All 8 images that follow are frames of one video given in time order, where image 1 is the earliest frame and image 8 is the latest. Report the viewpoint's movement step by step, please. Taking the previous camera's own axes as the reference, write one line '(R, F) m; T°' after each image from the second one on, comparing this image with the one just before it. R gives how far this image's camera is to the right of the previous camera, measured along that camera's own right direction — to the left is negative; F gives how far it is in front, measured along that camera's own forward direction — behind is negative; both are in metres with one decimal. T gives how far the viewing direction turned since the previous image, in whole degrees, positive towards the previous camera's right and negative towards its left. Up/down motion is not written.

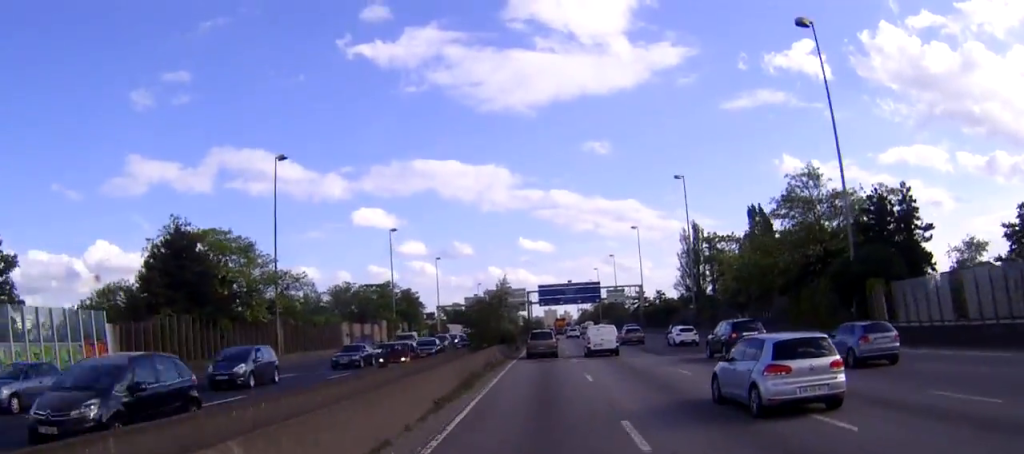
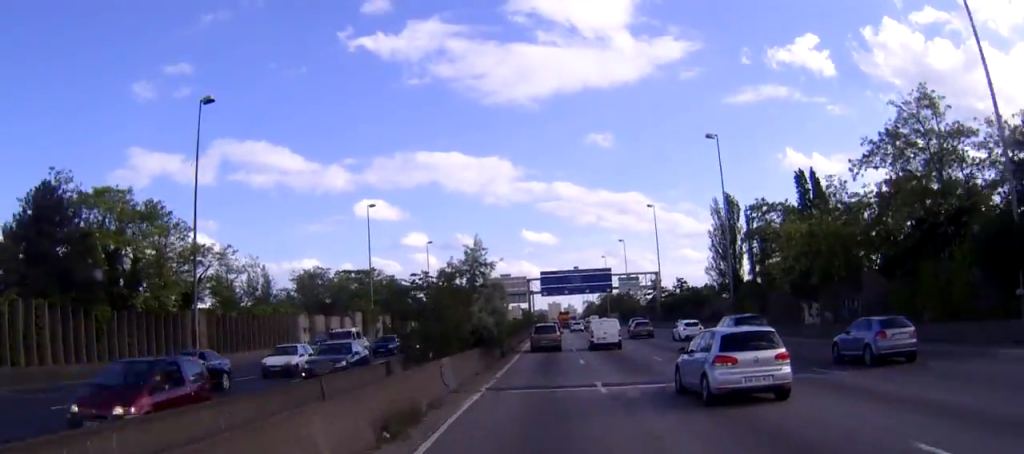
(0.0, +18.2) m; 0°
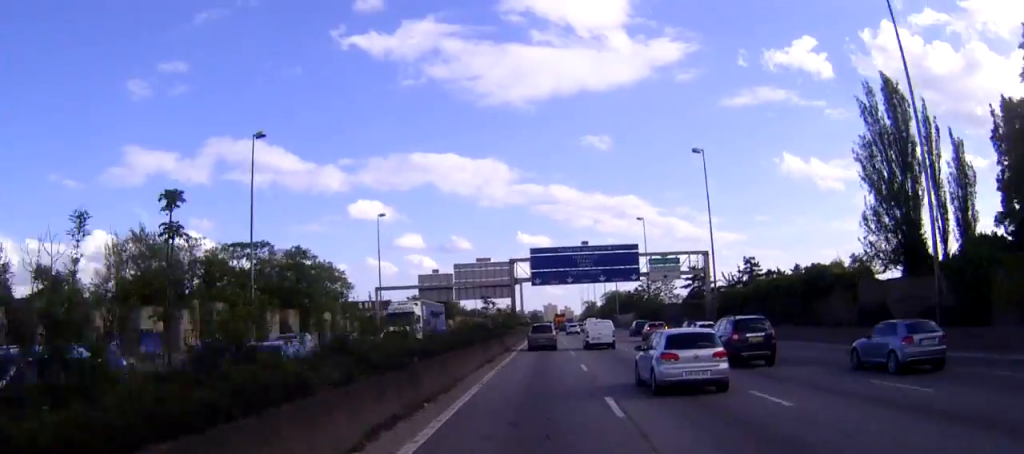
(+0.1, +43.7) m; 0°
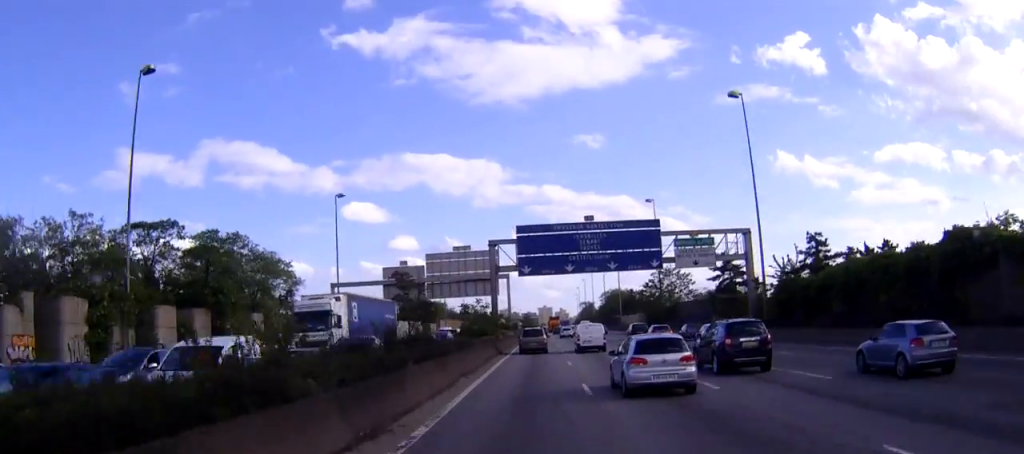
(0.0, +20.6) m; 0°
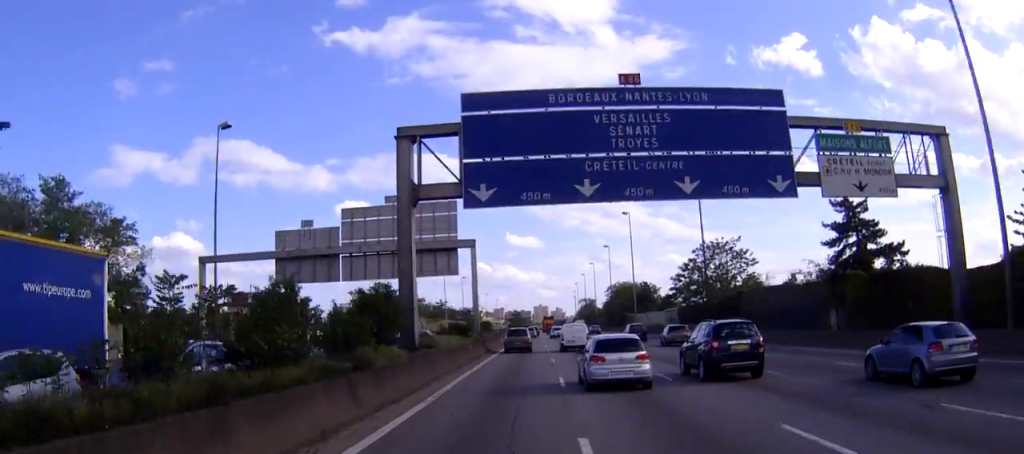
(+0.1, +35.6) m; 0°
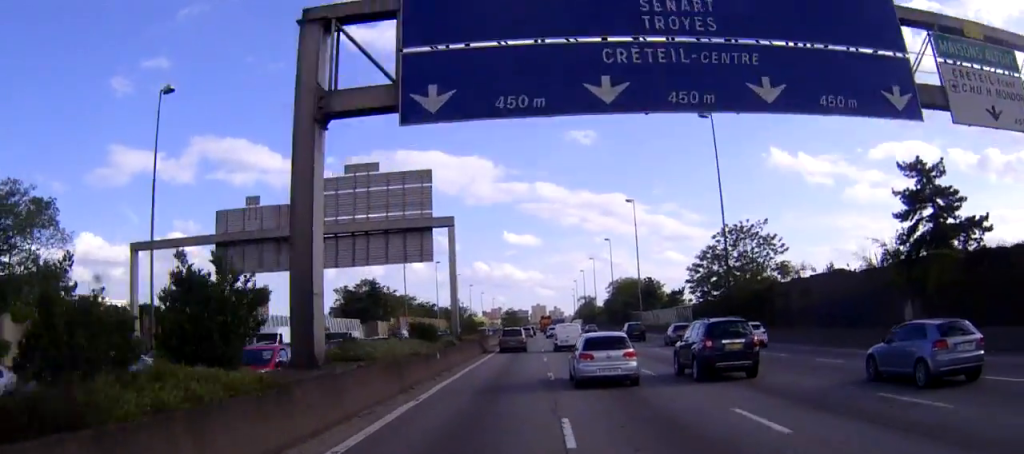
(0.0, +10.6) m; 0°
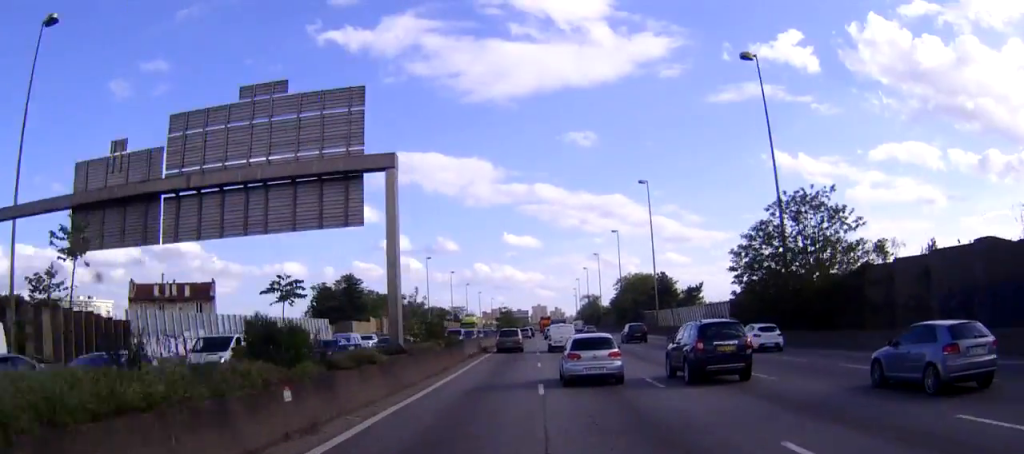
(0.0, +16.6) m; 0°
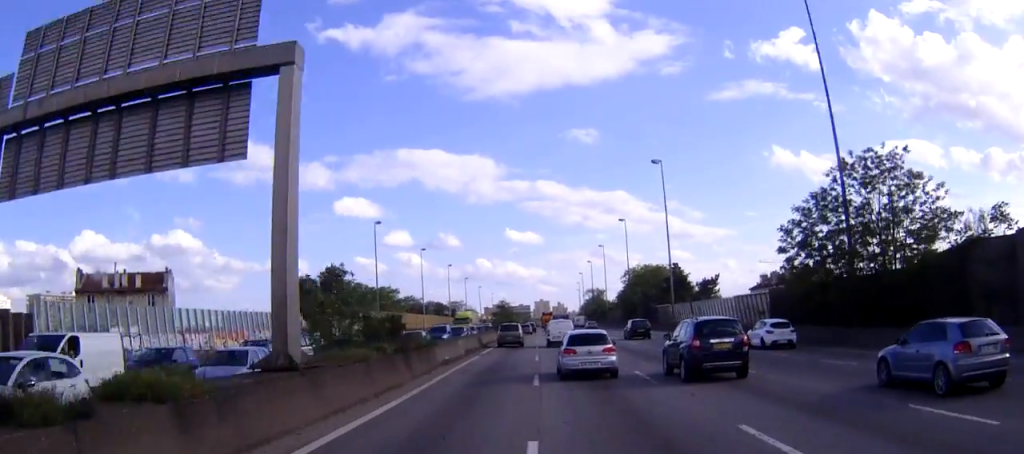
(0.0, +11.3) m; 0°
